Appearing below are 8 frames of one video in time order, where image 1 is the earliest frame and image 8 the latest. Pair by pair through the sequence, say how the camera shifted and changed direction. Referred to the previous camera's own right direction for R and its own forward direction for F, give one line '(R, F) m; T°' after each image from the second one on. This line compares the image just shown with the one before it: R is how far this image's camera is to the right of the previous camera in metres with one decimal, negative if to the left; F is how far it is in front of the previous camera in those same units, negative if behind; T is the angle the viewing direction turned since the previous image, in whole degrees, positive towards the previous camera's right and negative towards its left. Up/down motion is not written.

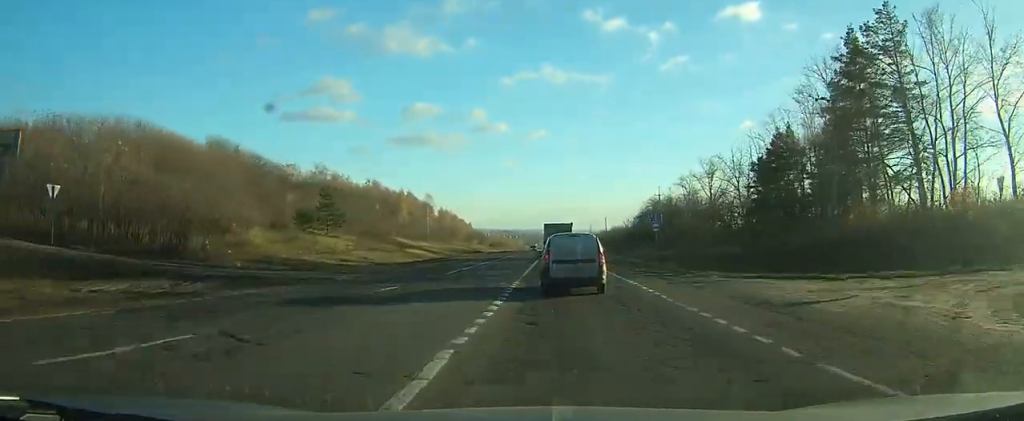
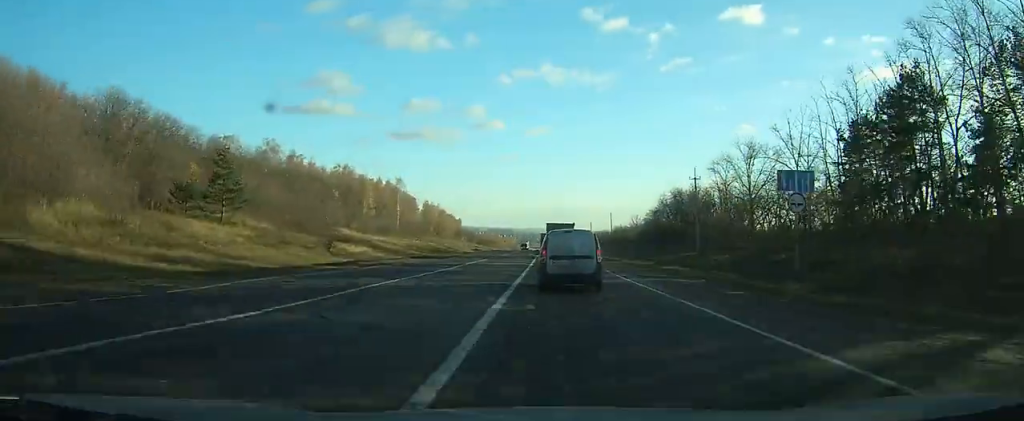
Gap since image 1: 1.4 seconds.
(0.0, +26.8) m; 0°
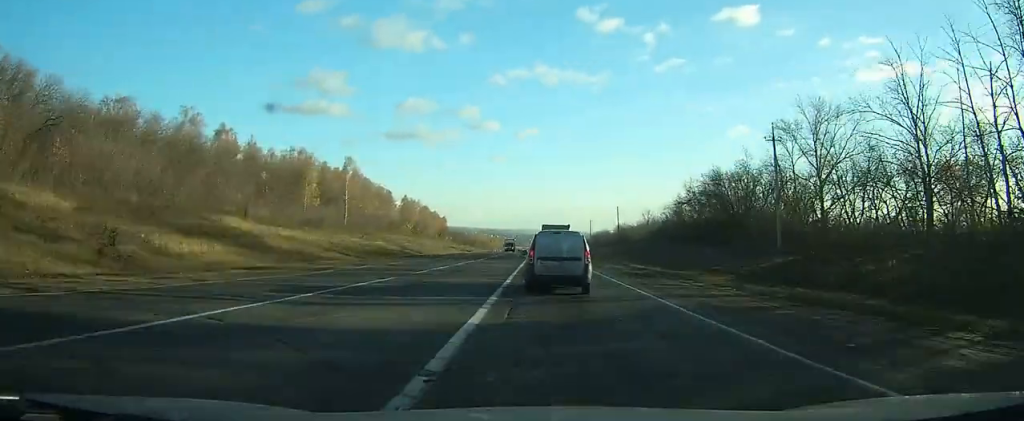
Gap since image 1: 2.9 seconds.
(+0.3, +29.1) m; +1°
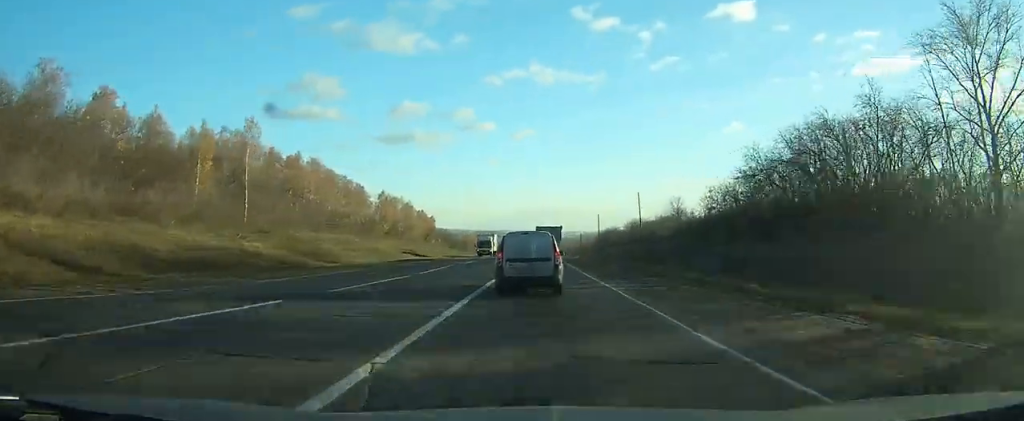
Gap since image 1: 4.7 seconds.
(+0.1, +31.6) m; 0°
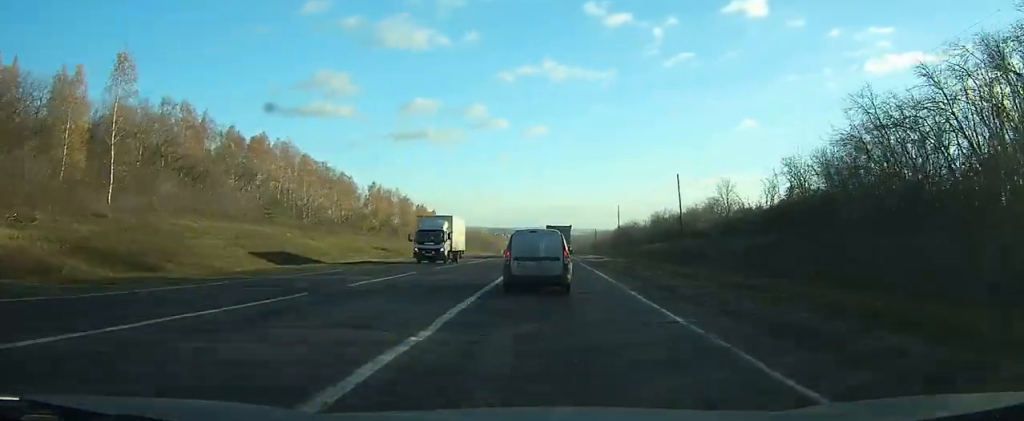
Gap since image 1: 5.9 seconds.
(-0.1, +22.3) m; 0°
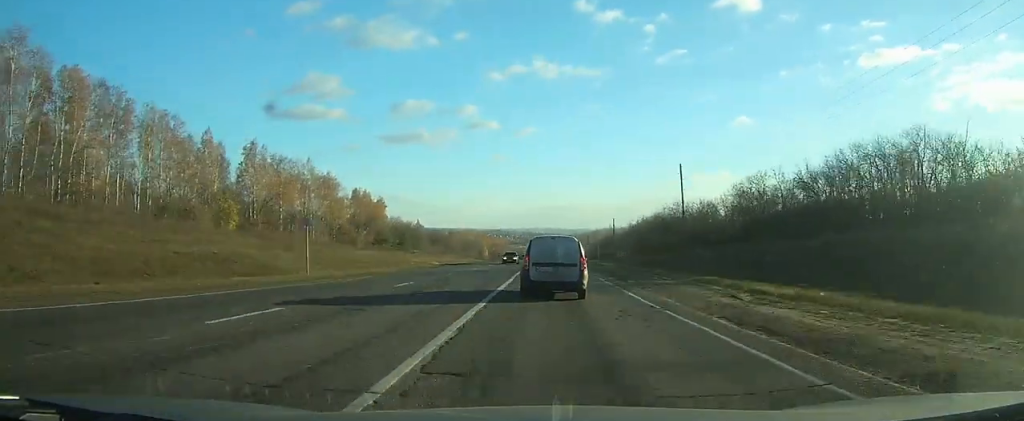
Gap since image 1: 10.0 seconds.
(-0.5, +71.5) m; 0°
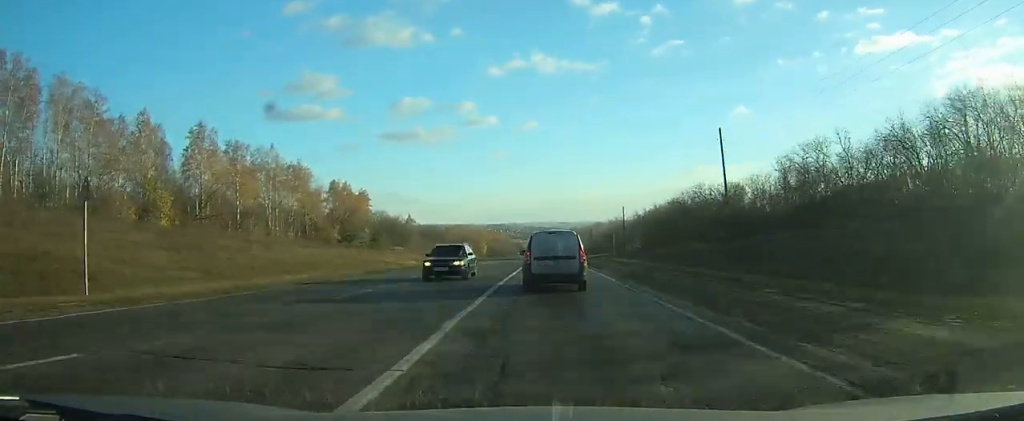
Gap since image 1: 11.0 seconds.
(0.0, +18.8) m; 0°
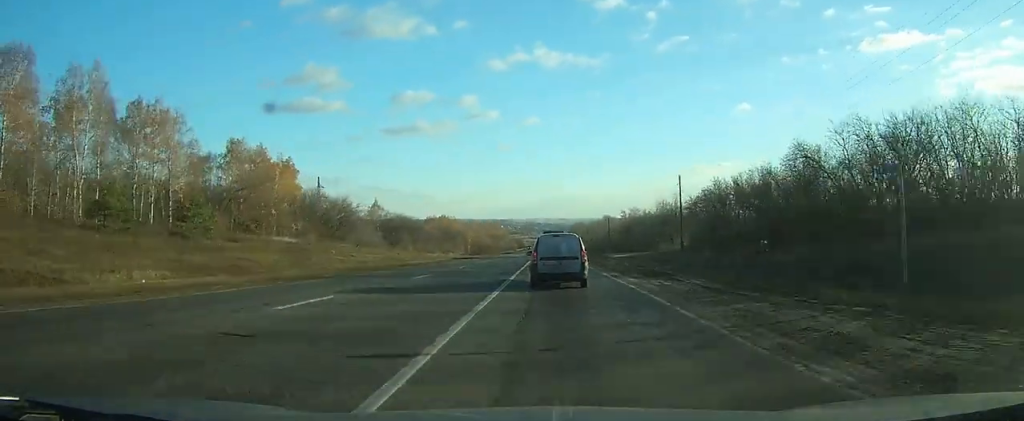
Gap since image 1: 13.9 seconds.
(+0.1, +53.9) m; 0°
